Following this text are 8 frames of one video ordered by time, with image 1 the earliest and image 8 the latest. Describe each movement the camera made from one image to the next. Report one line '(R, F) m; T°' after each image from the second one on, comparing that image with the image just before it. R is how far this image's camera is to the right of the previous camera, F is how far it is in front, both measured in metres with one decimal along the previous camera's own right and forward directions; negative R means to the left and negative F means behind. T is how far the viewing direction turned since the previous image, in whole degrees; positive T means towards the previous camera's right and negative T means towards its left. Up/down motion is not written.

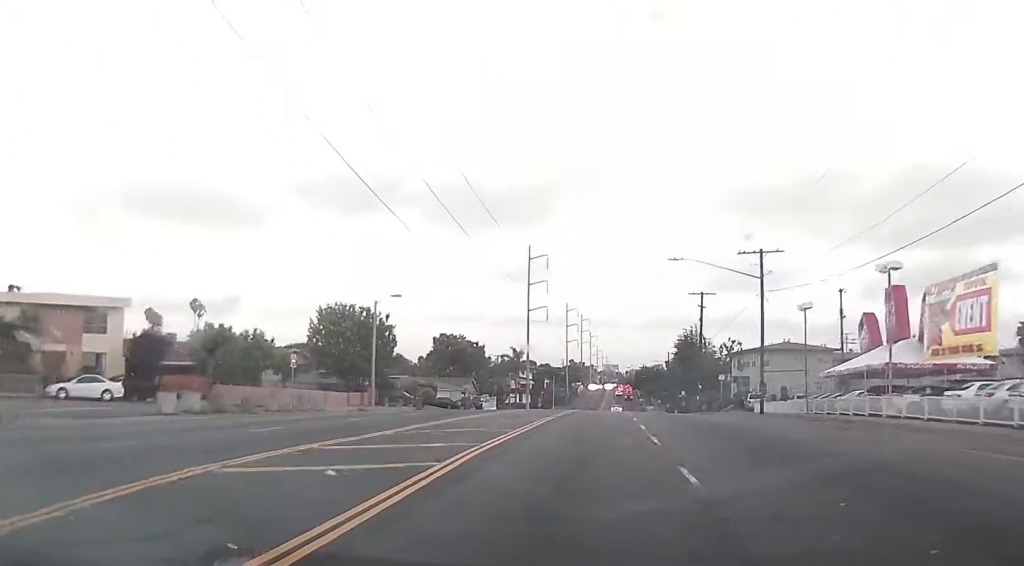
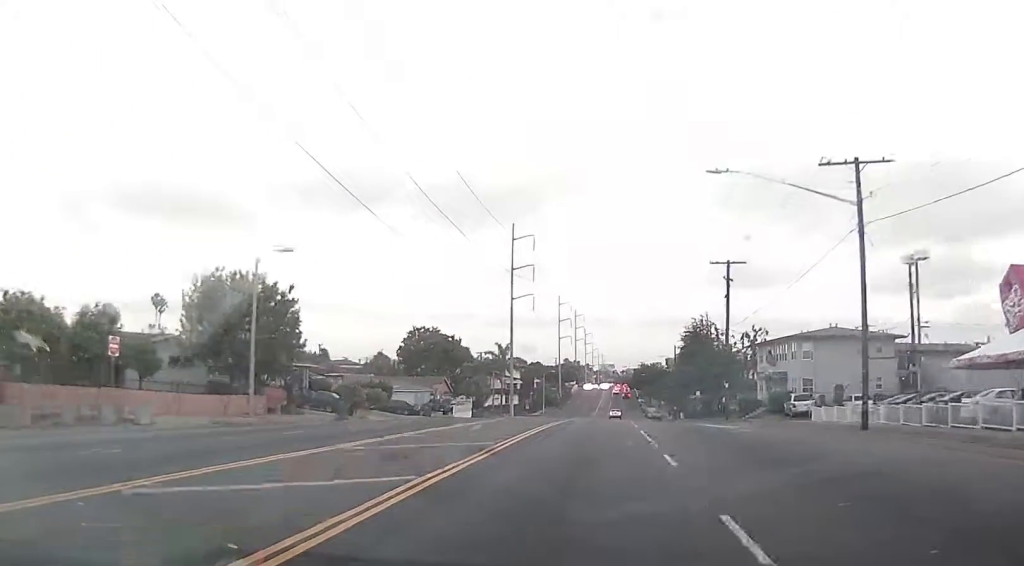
(+0.3, +18.8) m; 0°
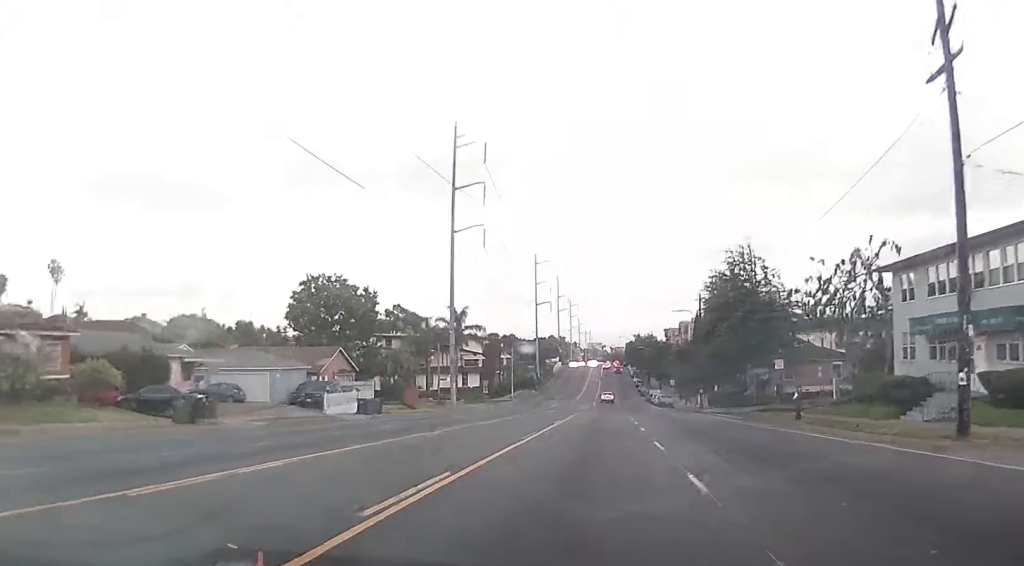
(-0.6, +41.6) m; 0°
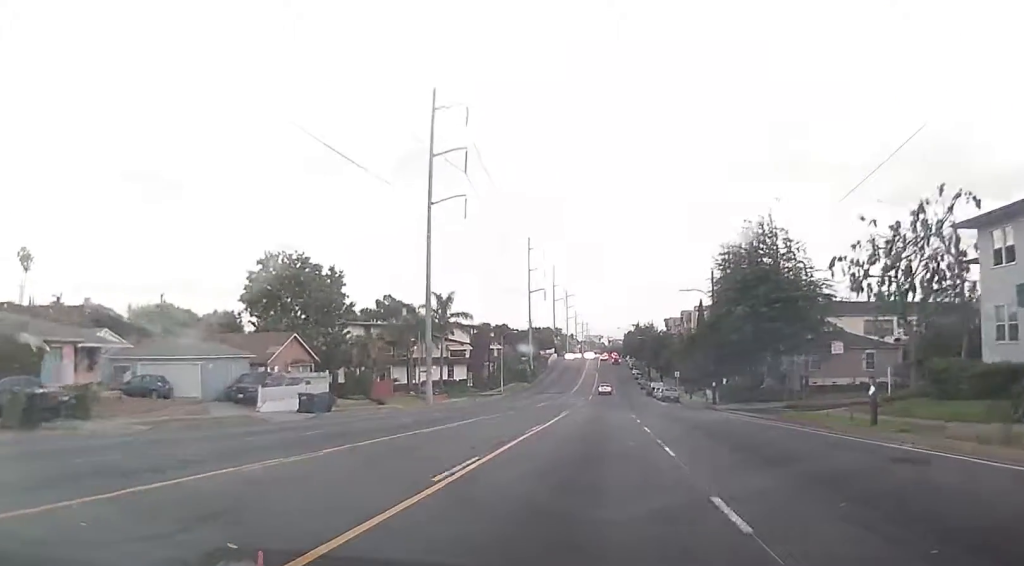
(+0.1, +10.4) m; +1°
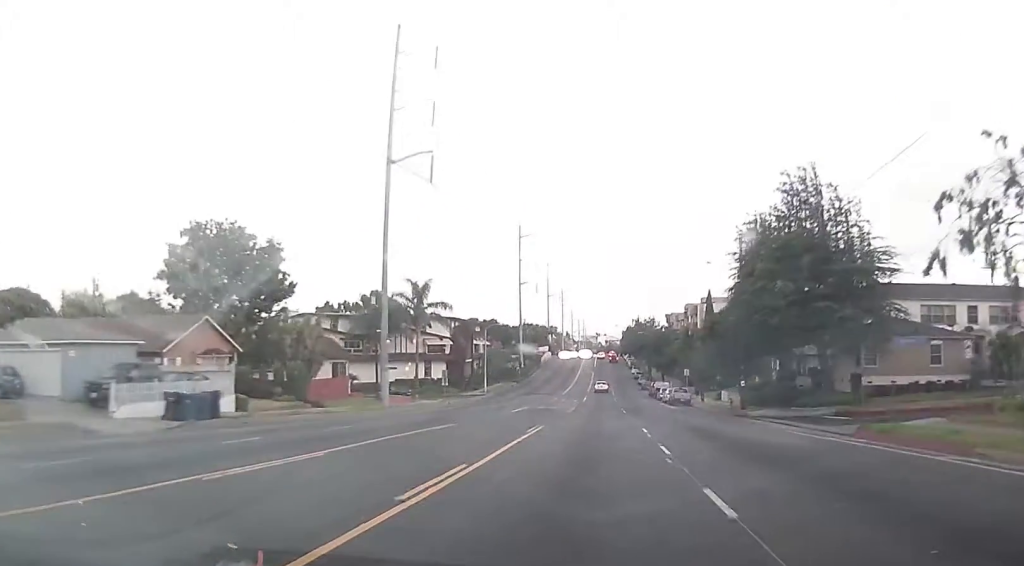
(0.0, +14.4) m; 0°
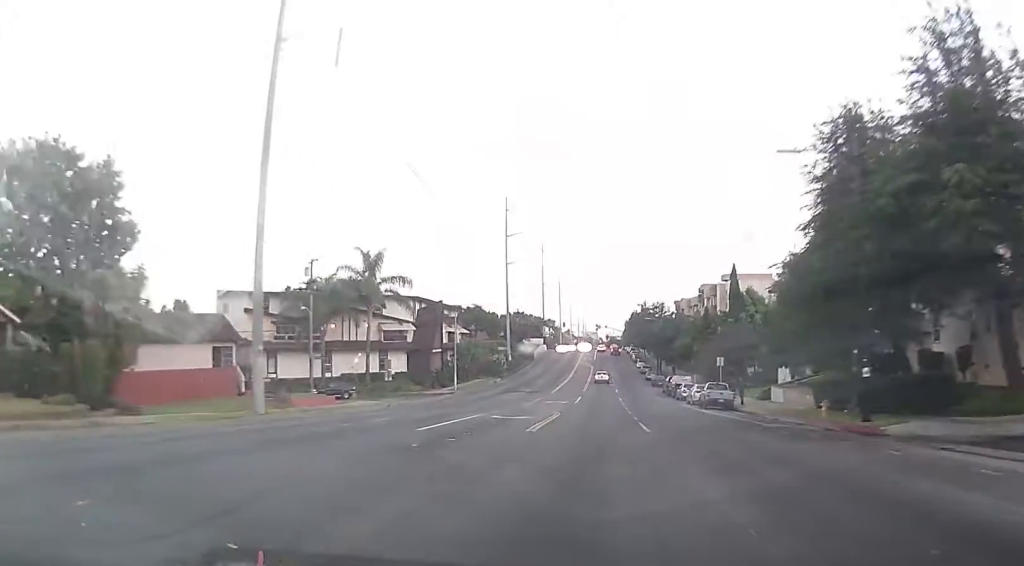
(0.0, +23.0) m; 0°
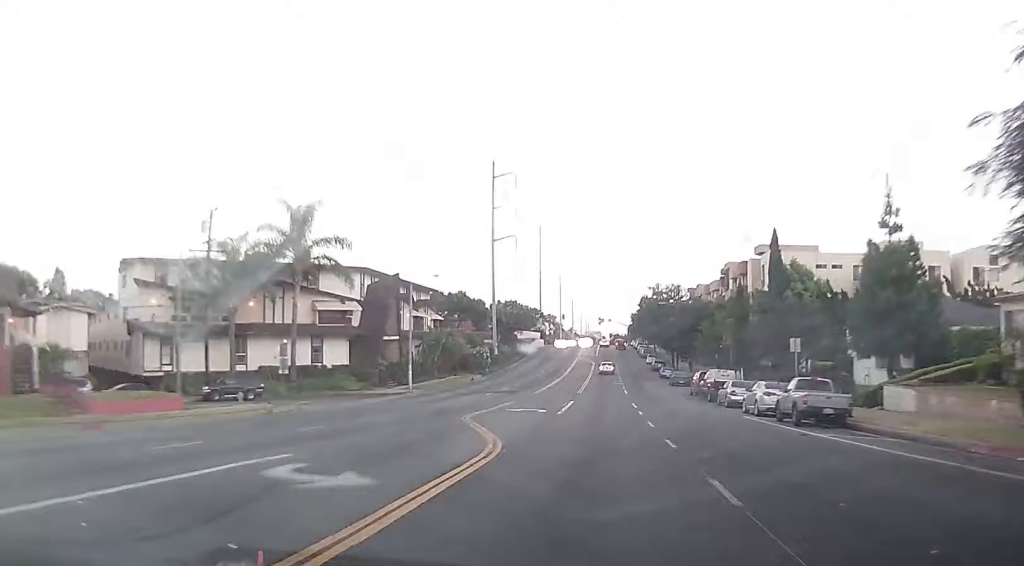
(0.0, +21.8) m; 0°
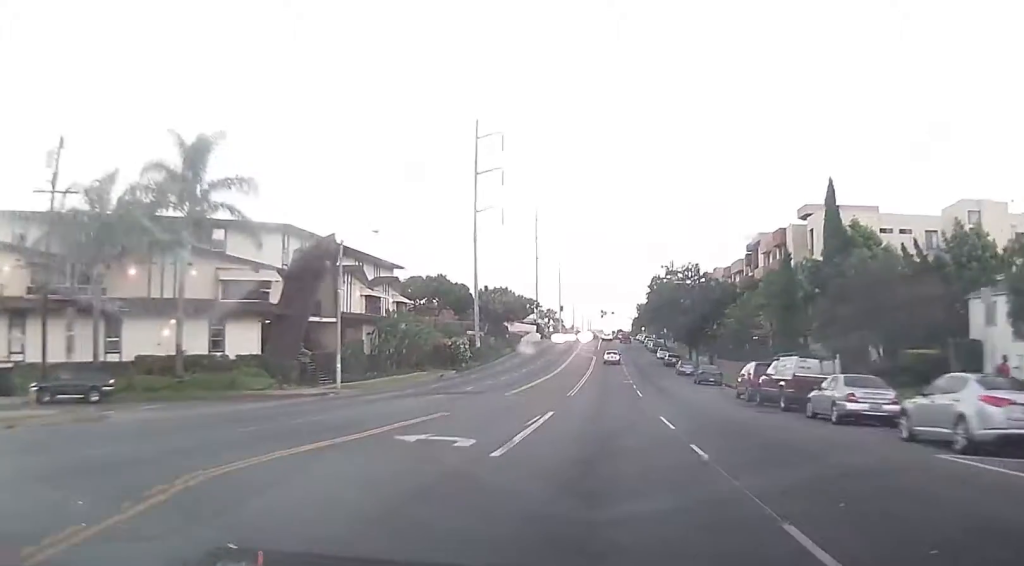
(0.0, +18.8) m; 0°
